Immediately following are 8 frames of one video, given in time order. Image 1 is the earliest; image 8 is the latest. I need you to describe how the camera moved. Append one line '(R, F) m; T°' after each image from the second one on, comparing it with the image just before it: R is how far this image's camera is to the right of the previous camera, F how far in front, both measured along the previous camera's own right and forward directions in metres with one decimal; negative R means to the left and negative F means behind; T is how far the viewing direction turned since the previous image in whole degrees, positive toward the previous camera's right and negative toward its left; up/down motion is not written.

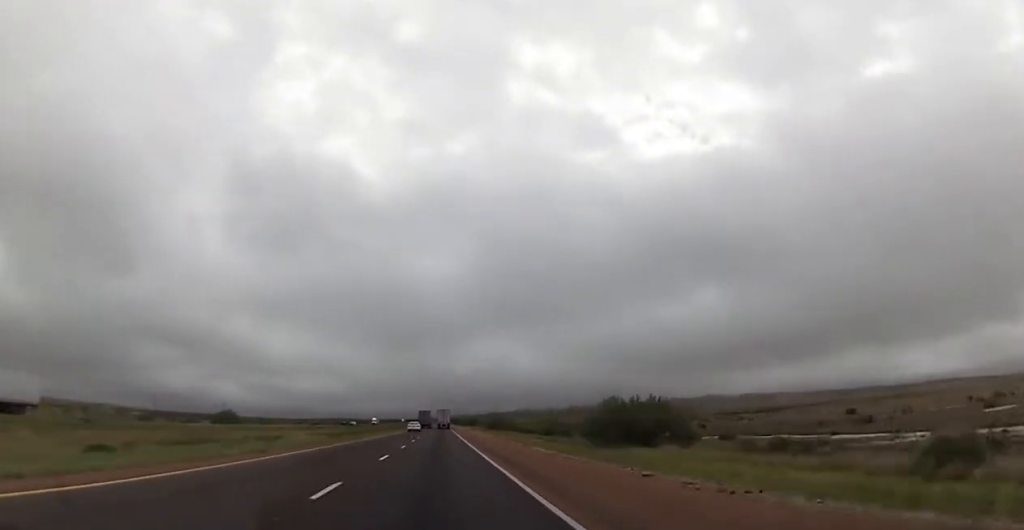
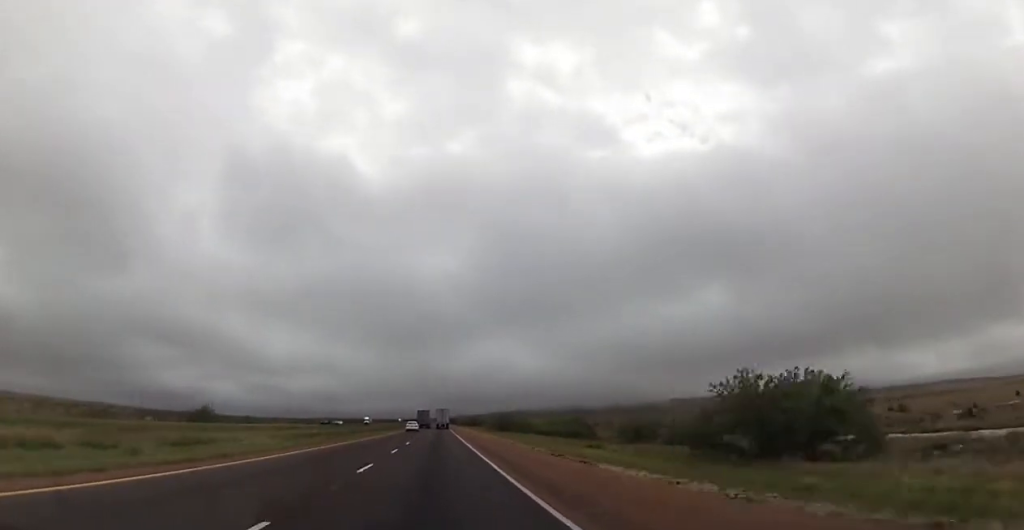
(0.0, +18.1) m; 0°
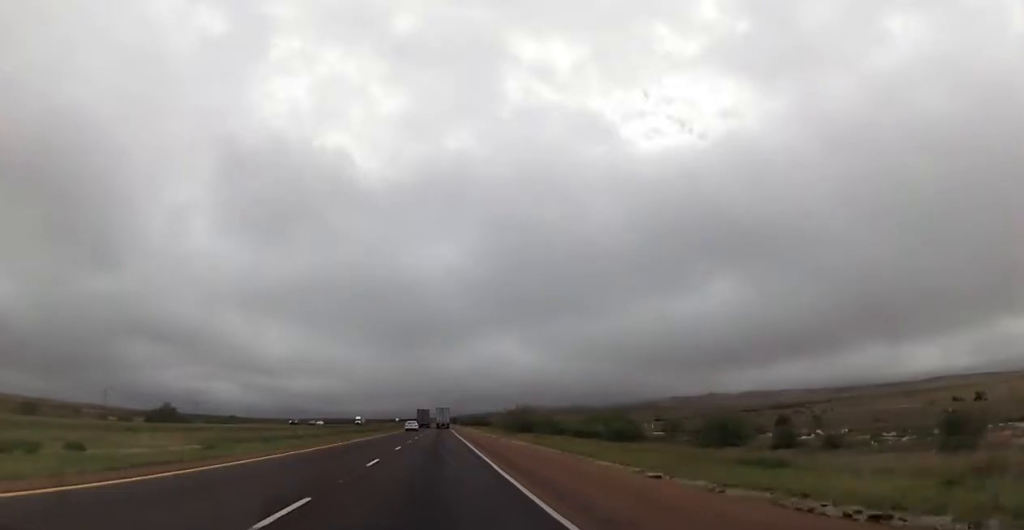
(0.0, +21.7) m; 0°
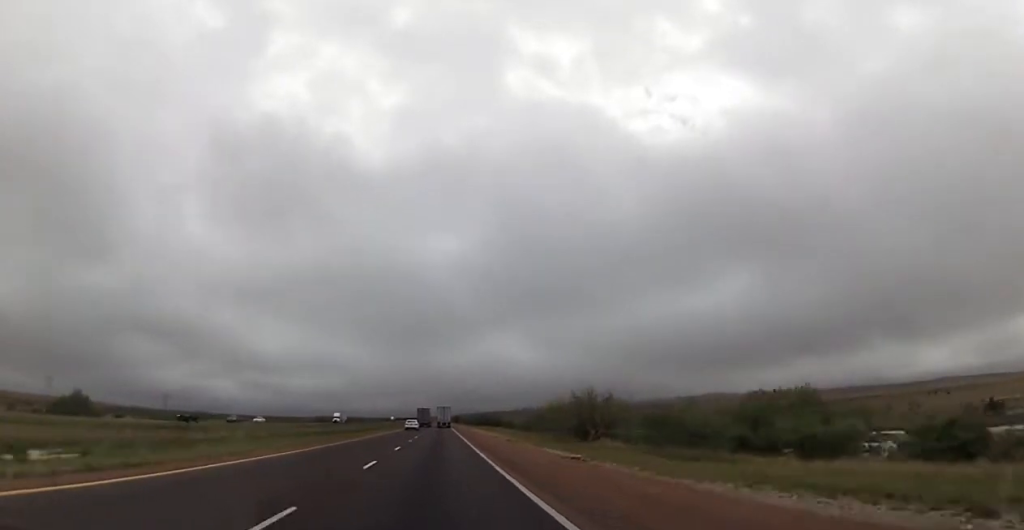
(-0.1, +37.4) m; -1°
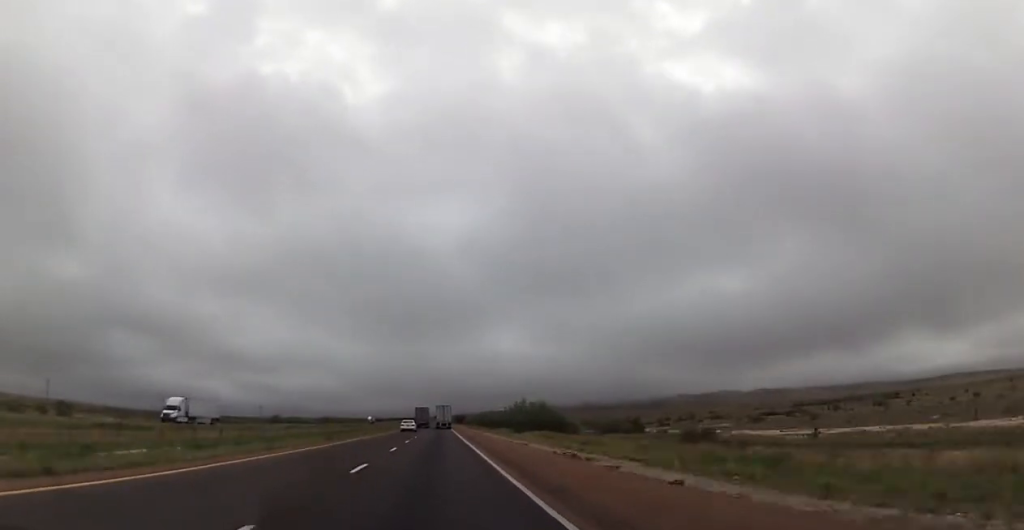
(+0.4, +87.2) m; +1°
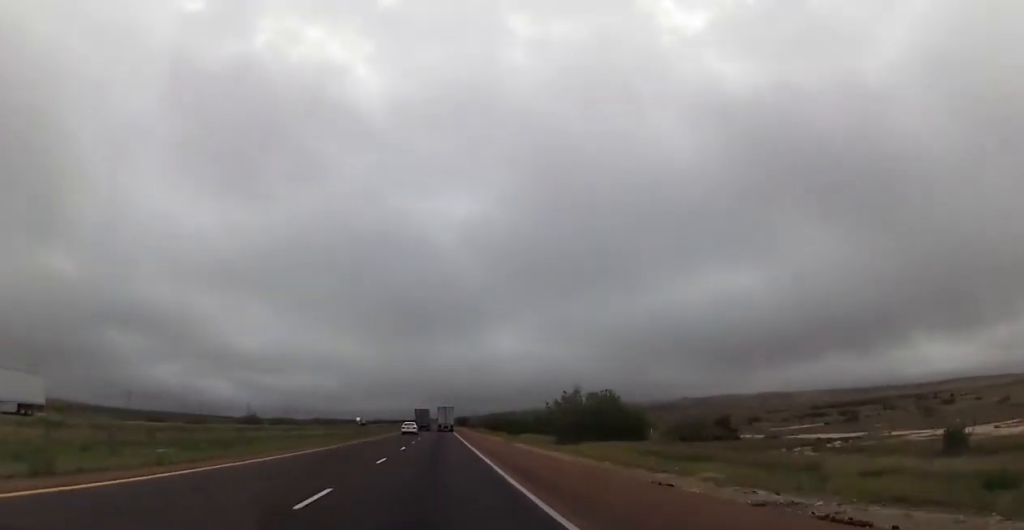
(0.0, +31.5) m; 0°
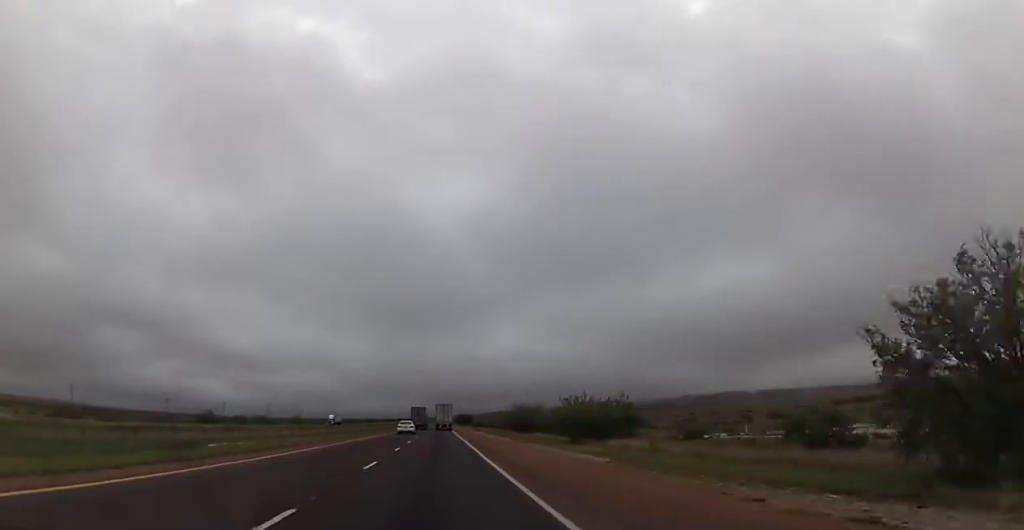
(0.0, +39.9) m; 0°
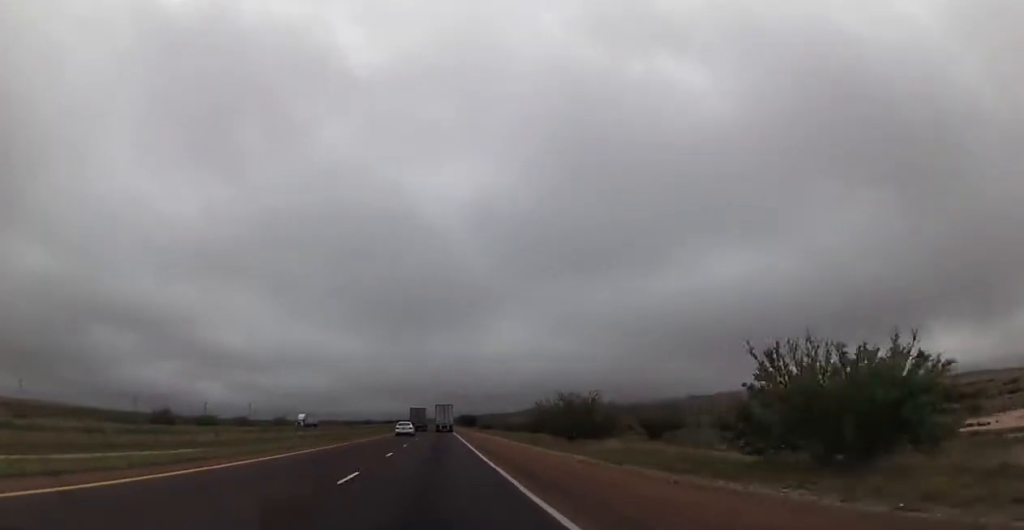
(0.0, +29.1) m; 0°
